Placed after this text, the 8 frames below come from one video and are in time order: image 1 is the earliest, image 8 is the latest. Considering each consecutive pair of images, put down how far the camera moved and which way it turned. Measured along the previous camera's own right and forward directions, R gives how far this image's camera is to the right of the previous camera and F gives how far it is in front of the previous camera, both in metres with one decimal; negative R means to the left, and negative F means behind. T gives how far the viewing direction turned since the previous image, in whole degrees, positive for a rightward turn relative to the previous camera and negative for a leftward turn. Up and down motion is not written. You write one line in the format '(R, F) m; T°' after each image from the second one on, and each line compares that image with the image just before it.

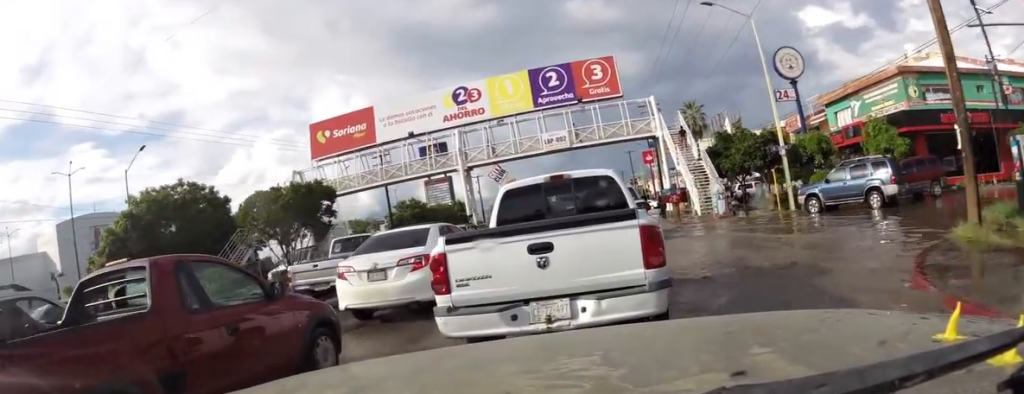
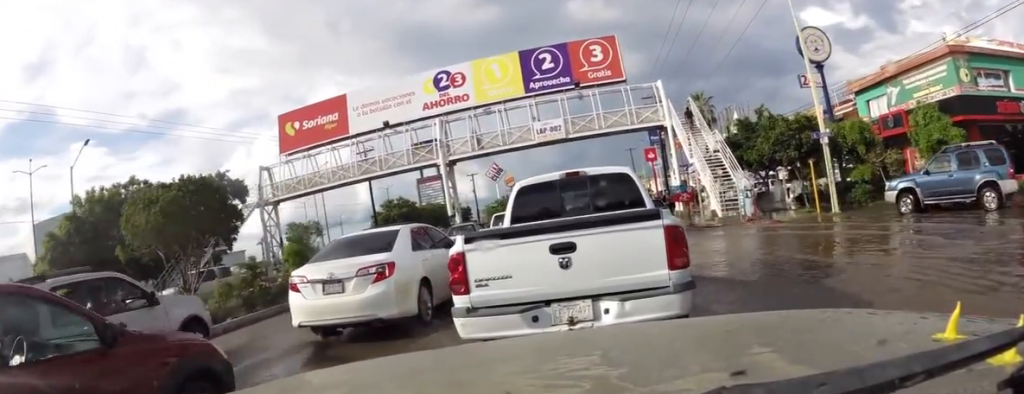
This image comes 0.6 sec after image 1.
(0.0, +3.5) m; 0°
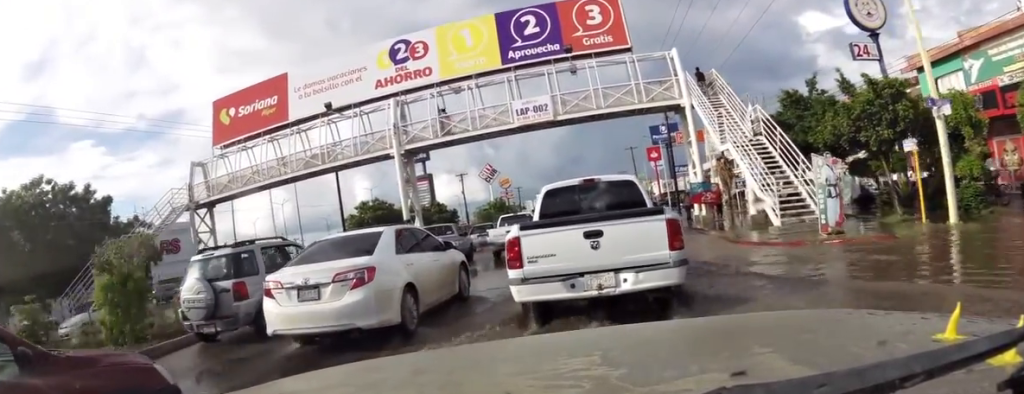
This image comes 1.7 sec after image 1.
(0.0, +5.6) m; 0°
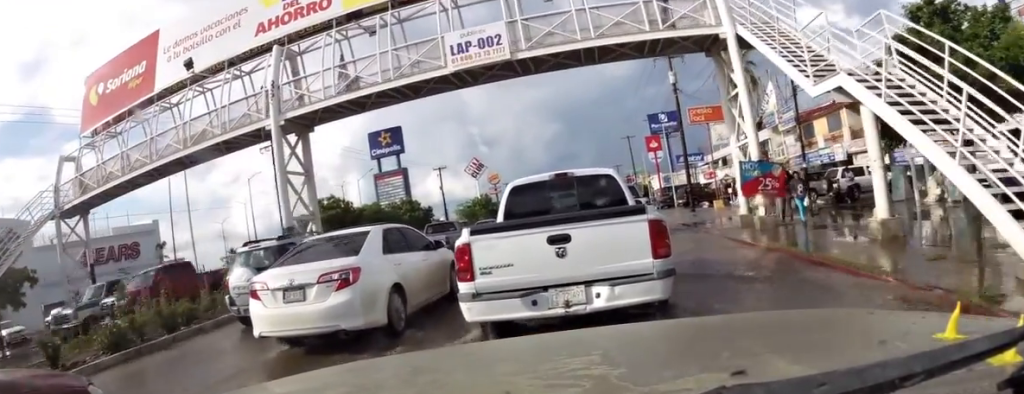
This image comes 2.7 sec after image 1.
(0.0, +5.0) m; 0°
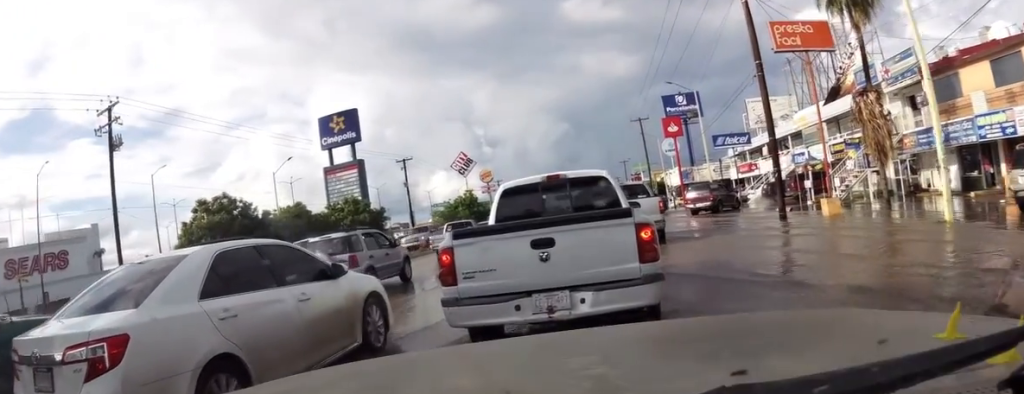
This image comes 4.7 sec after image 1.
(-0.4, +8.9) m; -10°
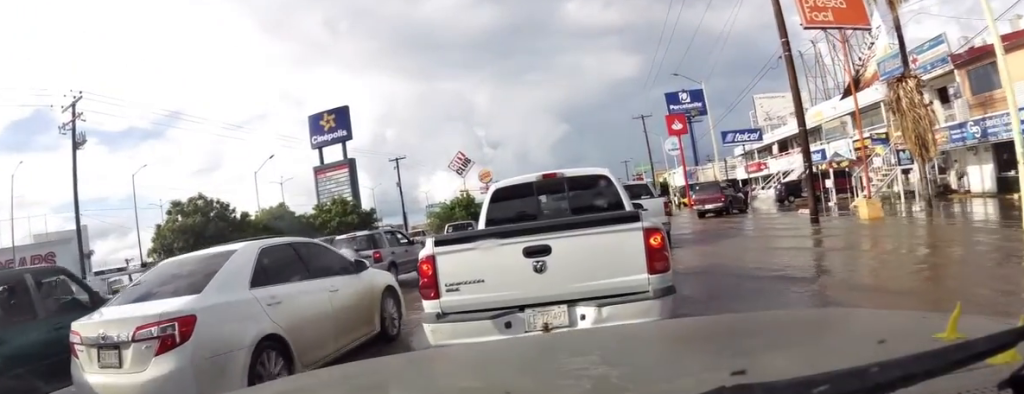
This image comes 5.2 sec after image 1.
(-0.2, +2.0) m; -3°
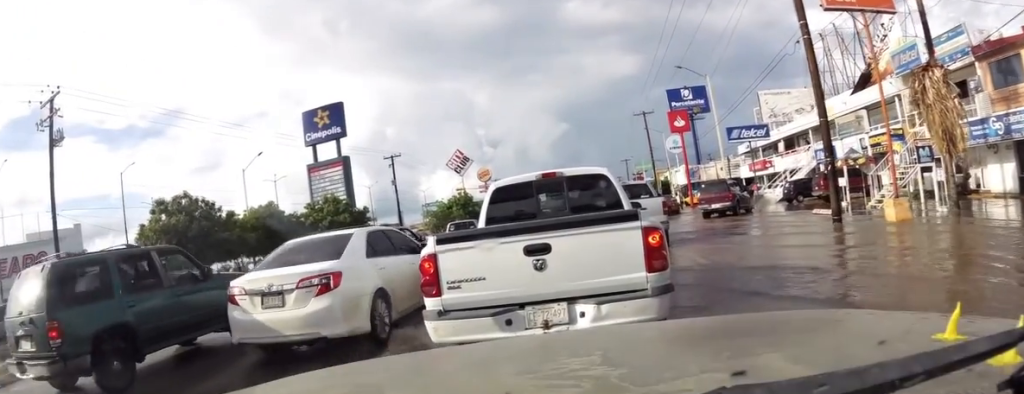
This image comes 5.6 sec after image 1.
(0.0, +1.7) m; -2°
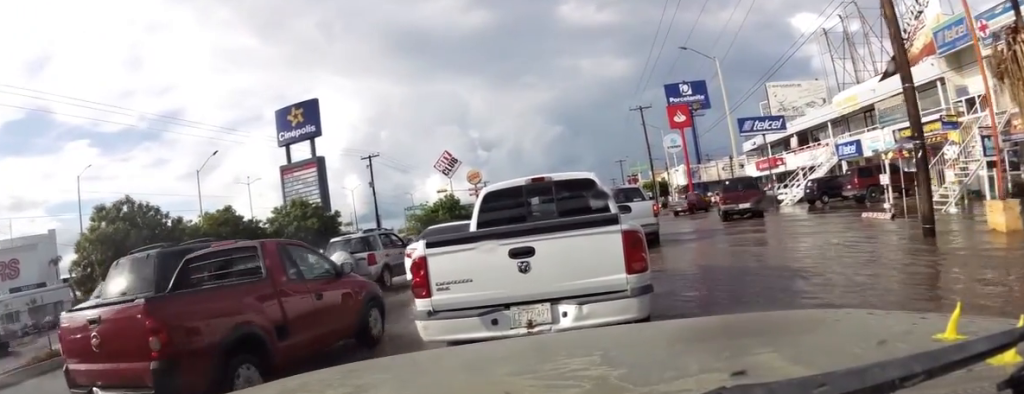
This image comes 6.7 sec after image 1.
(0.0, +3.8) m; +1°
